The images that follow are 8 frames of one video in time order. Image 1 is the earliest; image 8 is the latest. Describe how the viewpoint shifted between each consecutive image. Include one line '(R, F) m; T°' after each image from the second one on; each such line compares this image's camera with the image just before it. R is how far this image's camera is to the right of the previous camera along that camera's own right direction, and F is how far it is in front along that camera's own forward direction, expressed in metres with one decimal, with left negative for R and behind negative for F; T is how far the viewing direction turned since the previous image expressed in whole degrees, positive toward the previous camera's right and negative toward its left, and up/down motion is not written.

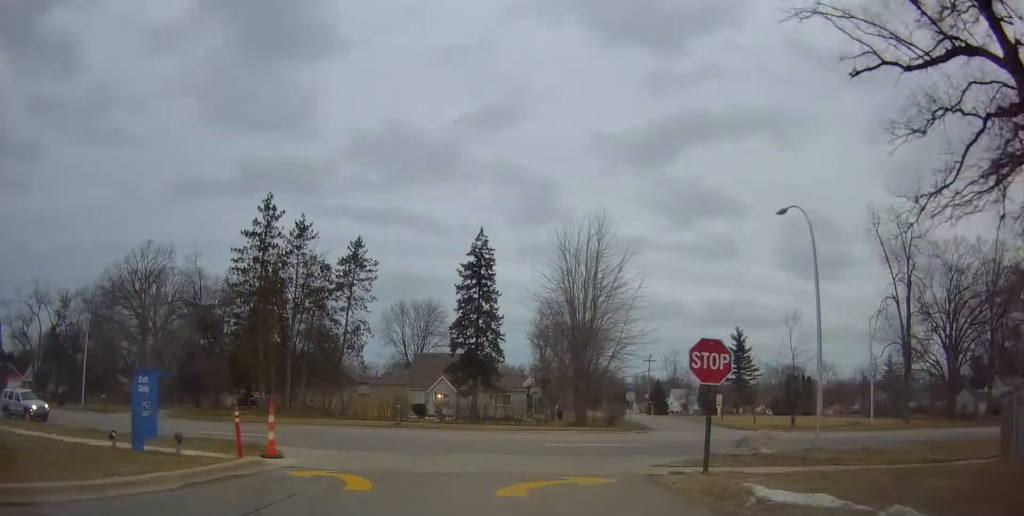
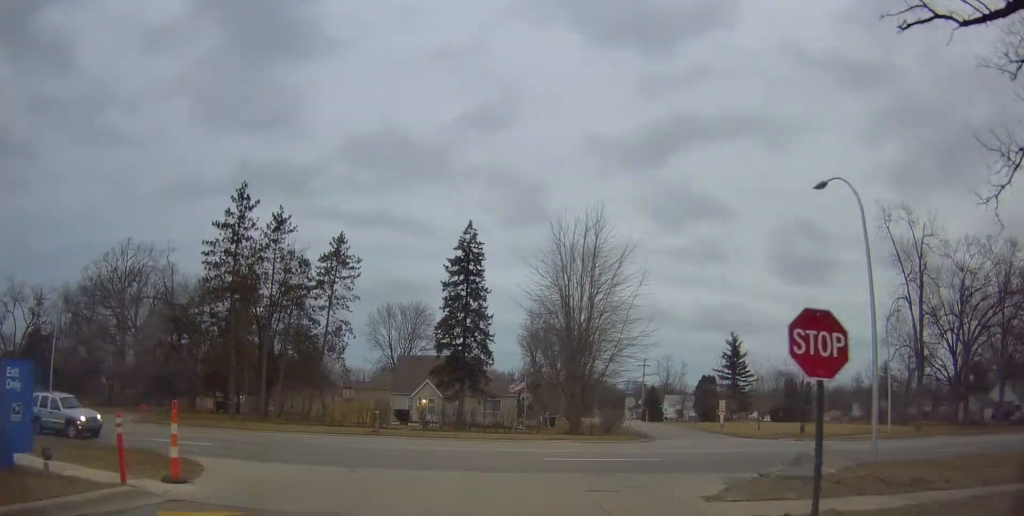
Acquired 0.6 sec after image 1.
(-0.5, +4.2) m; 0°
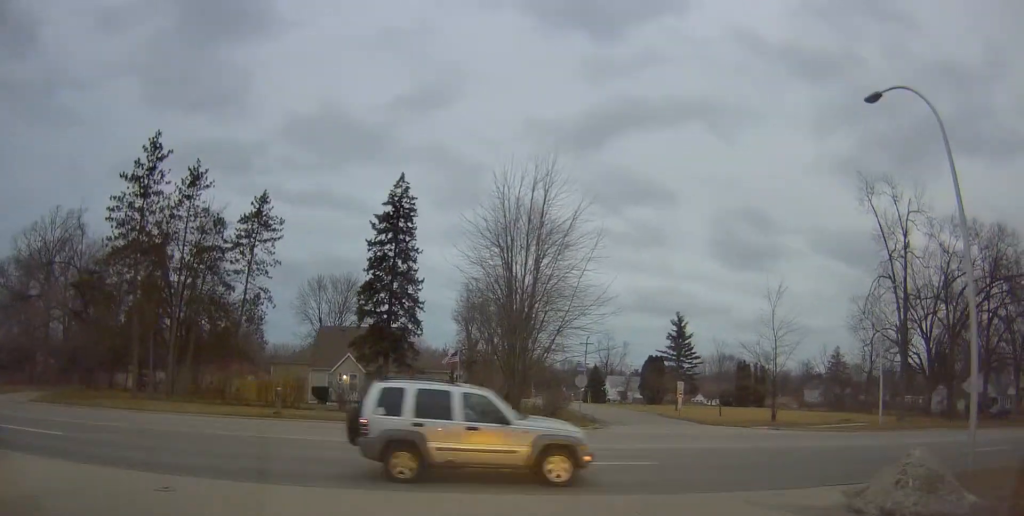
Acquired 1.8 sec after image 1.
(+1.0, +7.6) m; +13°
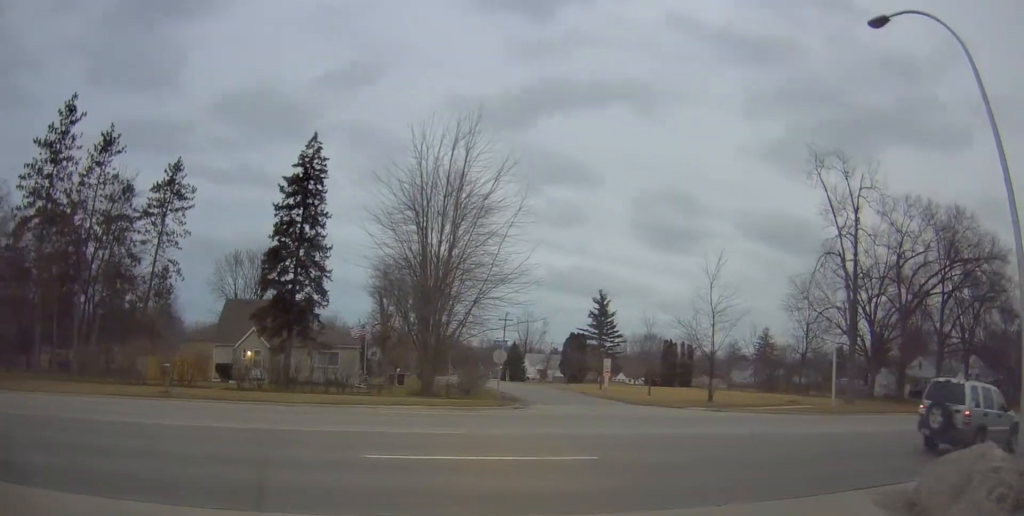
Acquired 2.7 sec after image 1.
(+0.2, +4.5) m; +15°
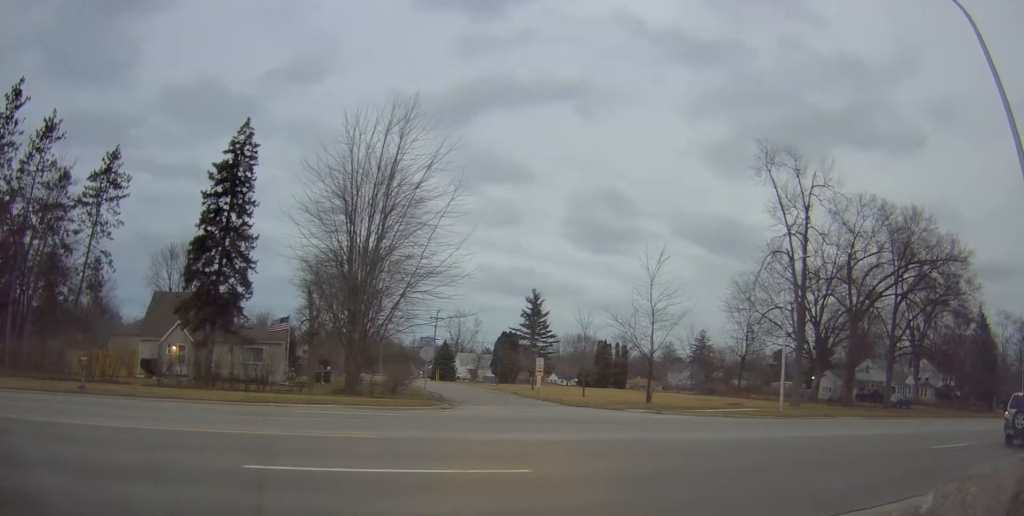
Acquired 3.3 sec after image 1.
(+0.7, +2.4) m; +6°
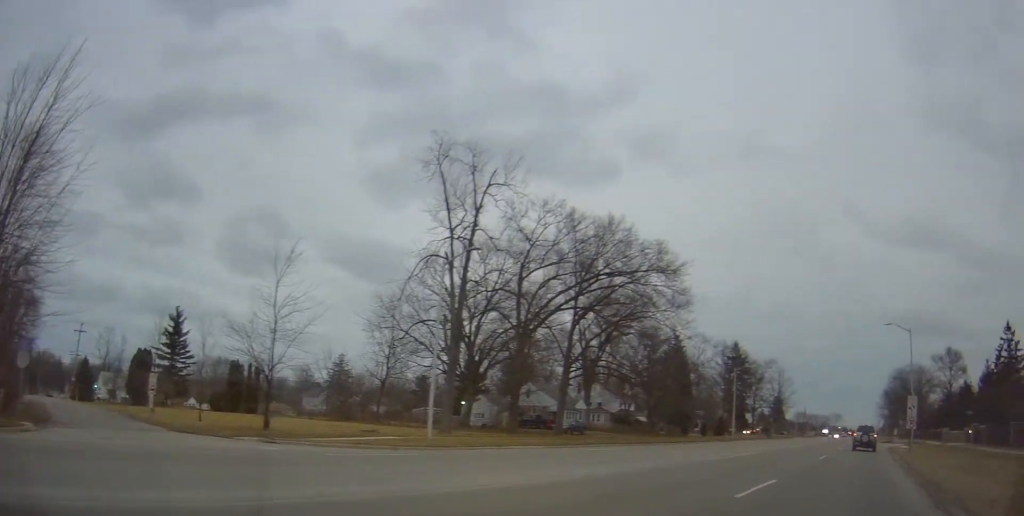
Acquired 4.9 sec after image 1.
(+1.2, +7.0) m; +29°
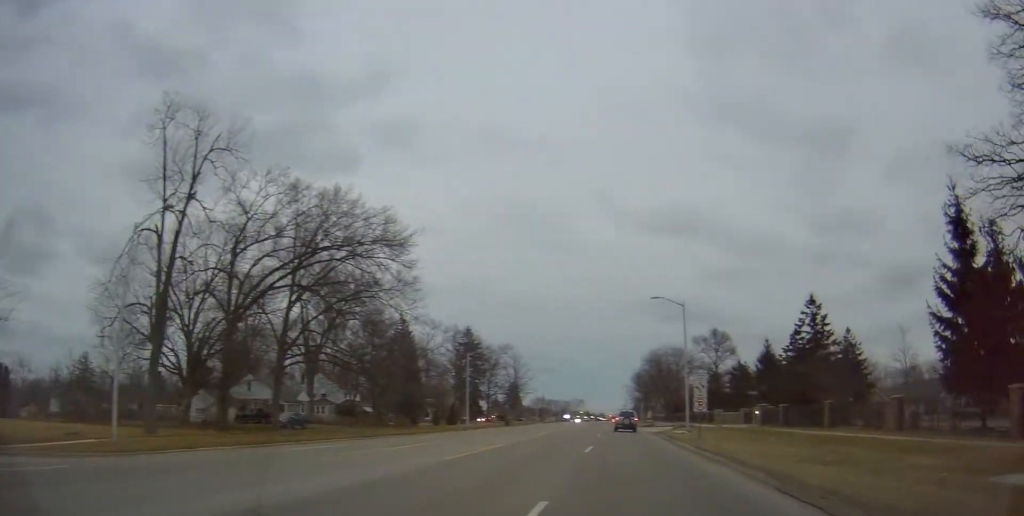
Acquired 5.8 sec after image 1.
(+1.2, +4.9) m; +16°
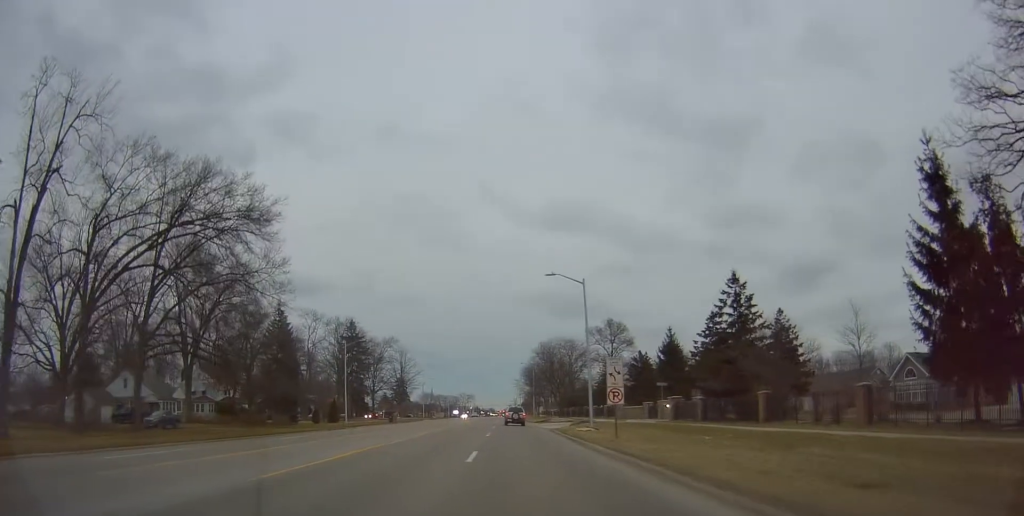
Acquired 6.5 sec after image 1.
(-0.1, +5.0) m; +8°
